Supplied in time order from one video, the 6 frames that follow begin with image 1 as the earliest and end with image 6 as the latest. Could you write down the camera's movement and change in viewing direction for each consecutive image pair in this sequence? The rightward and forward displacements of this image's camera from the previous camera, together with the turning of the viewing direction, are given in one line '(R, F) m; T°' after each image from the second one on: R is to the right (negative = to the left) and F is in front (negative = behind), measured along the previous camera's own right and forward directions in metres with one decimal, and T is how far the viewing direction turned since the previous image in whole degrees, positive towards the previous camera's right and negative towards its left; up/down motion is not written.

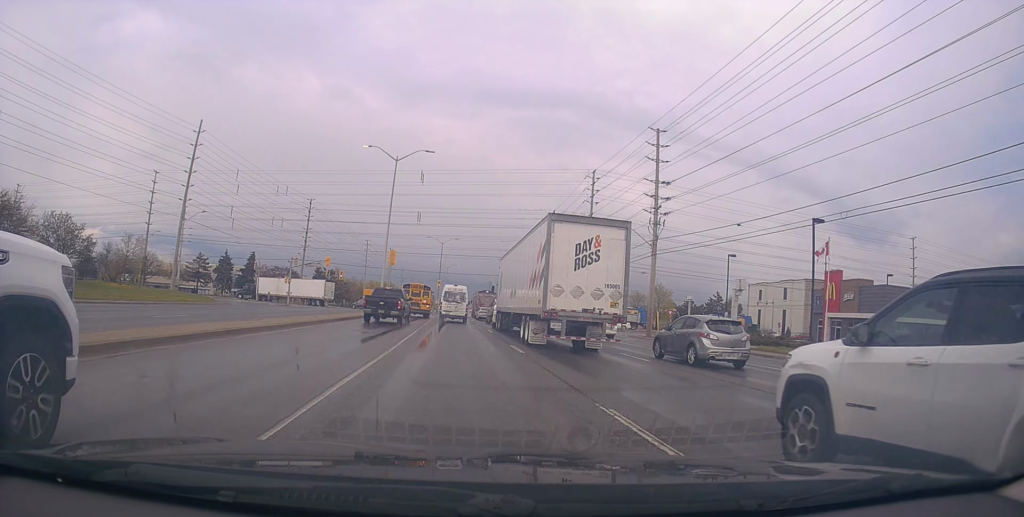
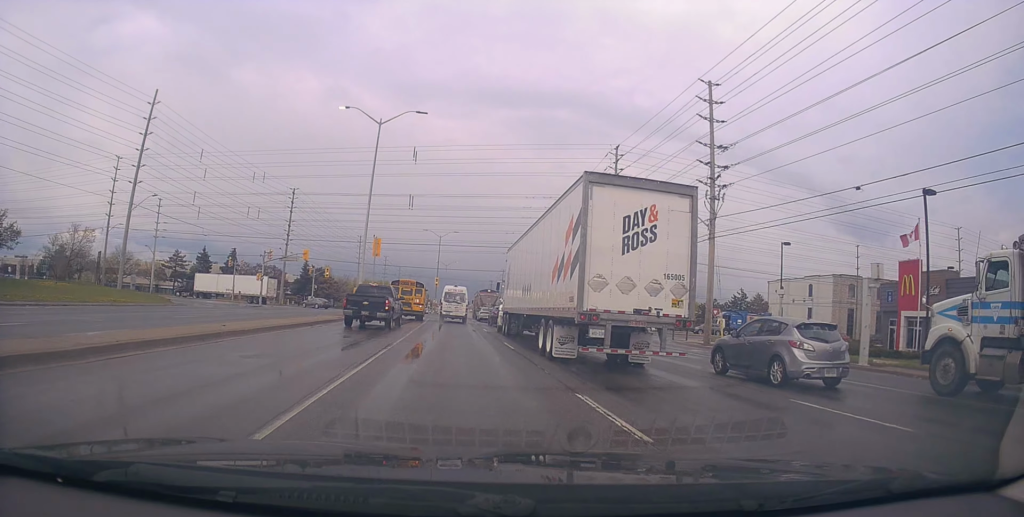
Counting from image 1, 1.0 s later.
(-0.1, +10.1) m; -1°
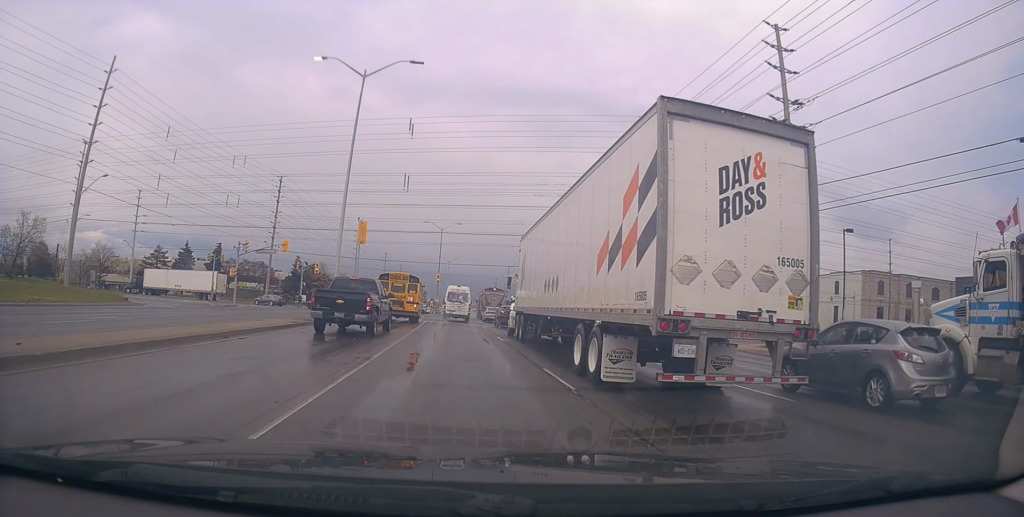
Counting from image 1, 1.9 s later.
(0.0, +8.4) m; 0°
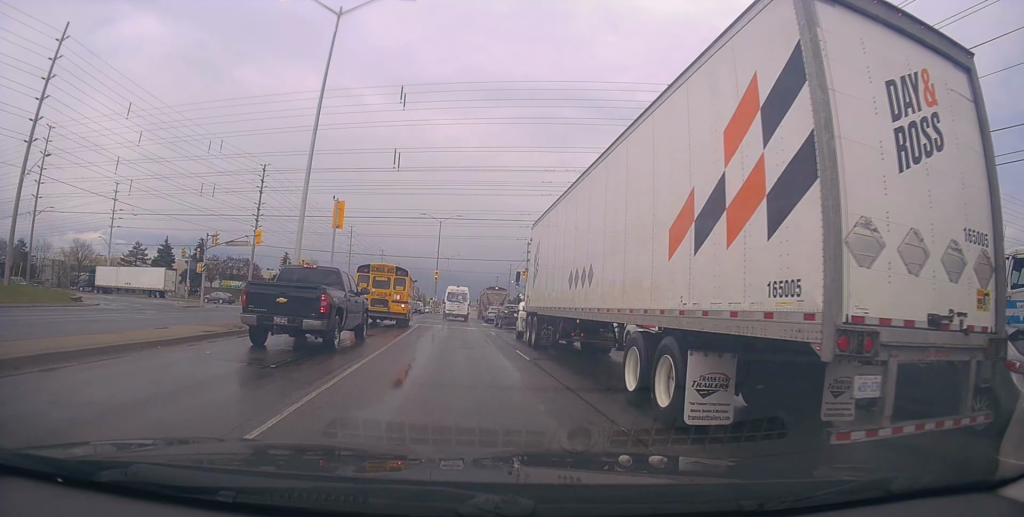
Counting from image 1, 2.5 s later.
(0.0, +7.5) m; +1°
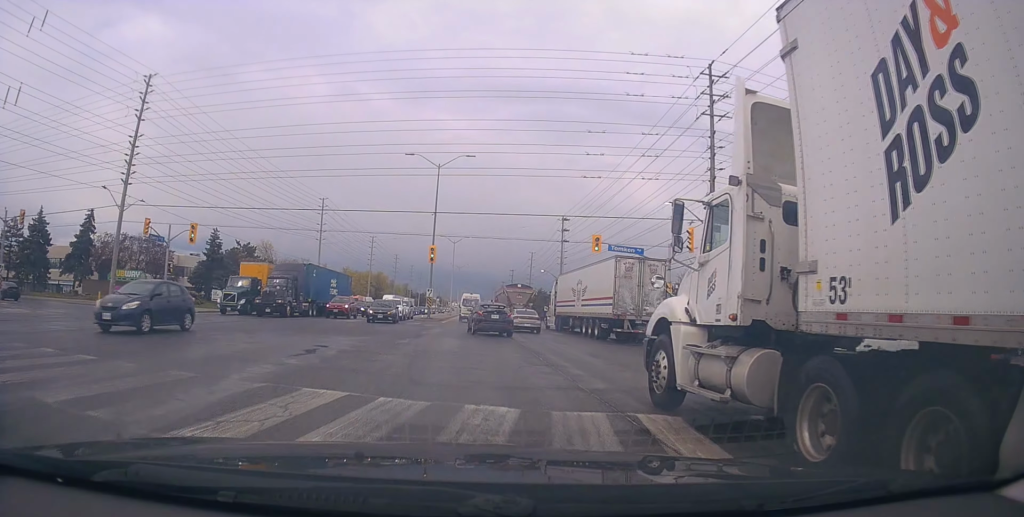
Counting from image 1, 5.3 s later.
(-0.9, +34.0) m; -1°
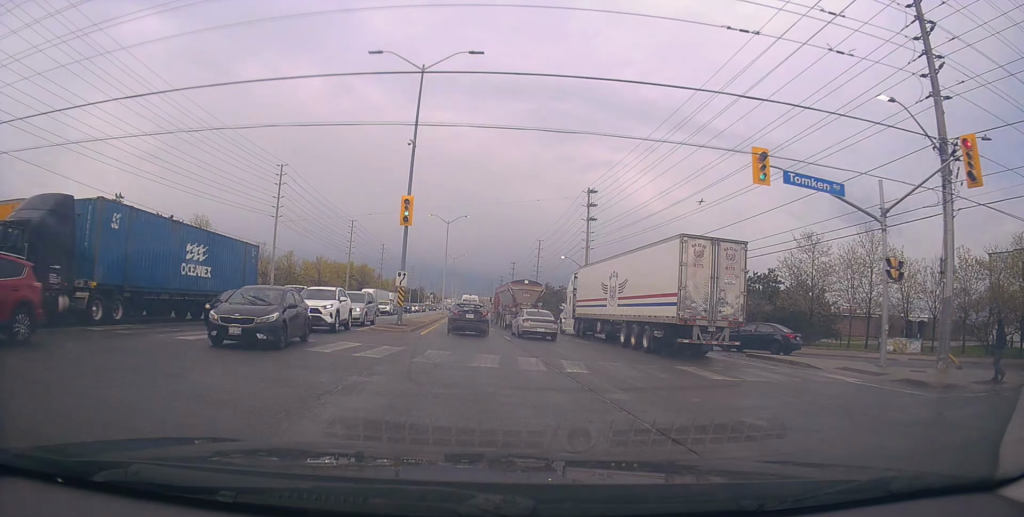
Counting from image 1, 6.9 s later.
(+0.6, +21.2) m; +1°
